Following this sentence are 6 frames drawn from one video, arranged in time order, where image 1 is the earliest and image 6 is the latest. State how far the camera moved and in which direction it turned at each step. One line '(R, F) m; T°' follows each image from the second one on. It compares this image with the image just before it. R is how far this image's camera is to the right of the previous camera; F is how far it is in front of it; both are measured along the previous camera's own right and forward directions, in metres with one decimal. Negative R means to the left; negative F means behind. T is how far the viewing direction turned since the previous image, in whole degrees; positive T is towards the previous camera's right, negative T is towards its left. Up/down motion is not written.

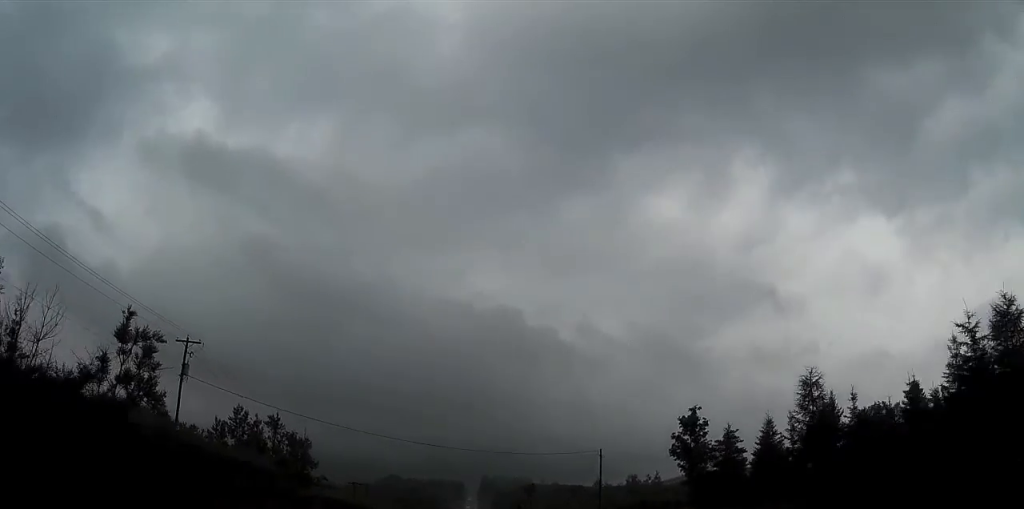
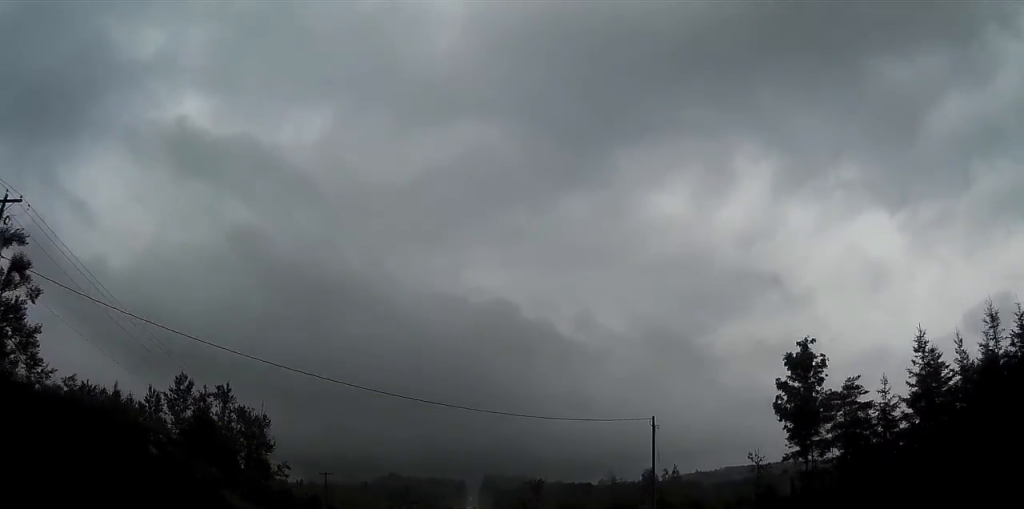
(0.0, +22.4) m; 0°
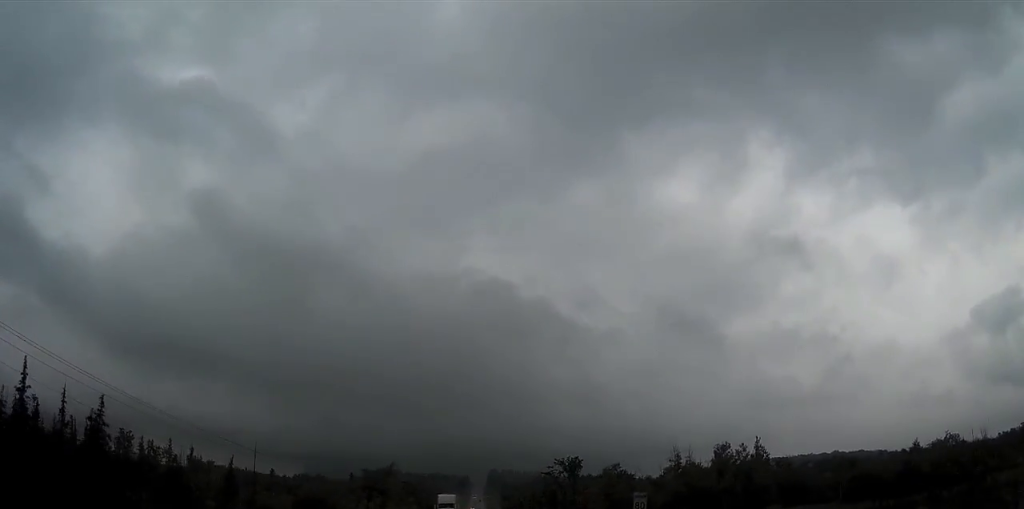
(0.0, +70.5) m; 0°
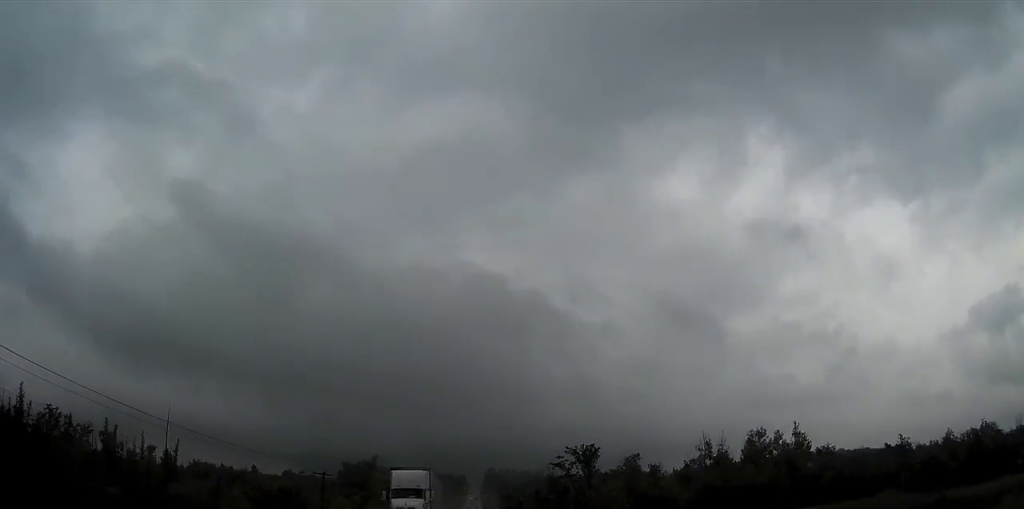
(0.0, +24.8) m; 0°
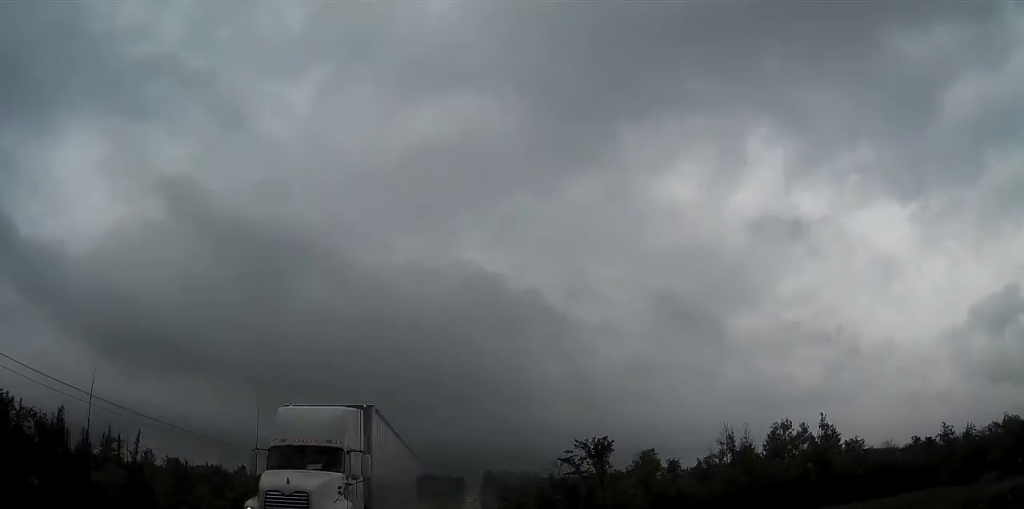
(0.0, +13.7) m; 0°
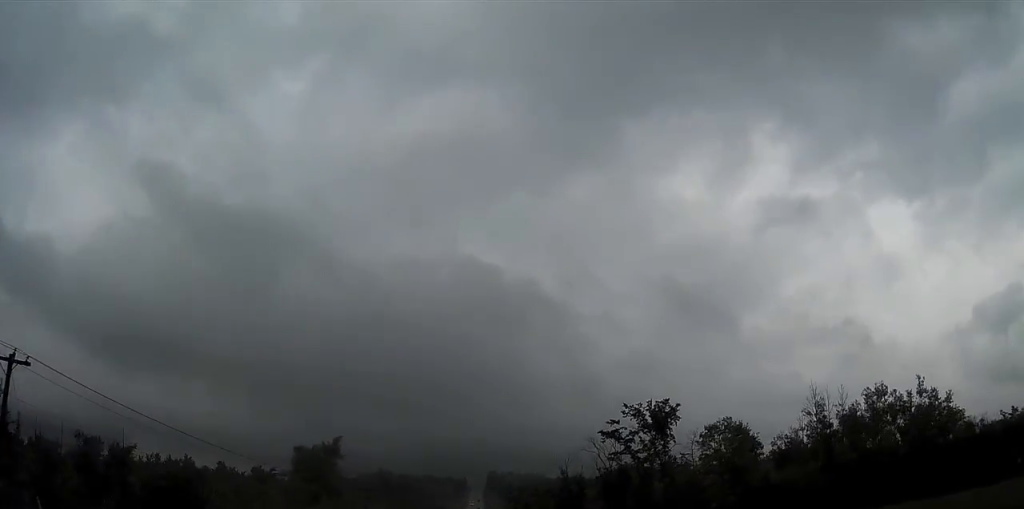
(0.0, +34.6) m; 0°
